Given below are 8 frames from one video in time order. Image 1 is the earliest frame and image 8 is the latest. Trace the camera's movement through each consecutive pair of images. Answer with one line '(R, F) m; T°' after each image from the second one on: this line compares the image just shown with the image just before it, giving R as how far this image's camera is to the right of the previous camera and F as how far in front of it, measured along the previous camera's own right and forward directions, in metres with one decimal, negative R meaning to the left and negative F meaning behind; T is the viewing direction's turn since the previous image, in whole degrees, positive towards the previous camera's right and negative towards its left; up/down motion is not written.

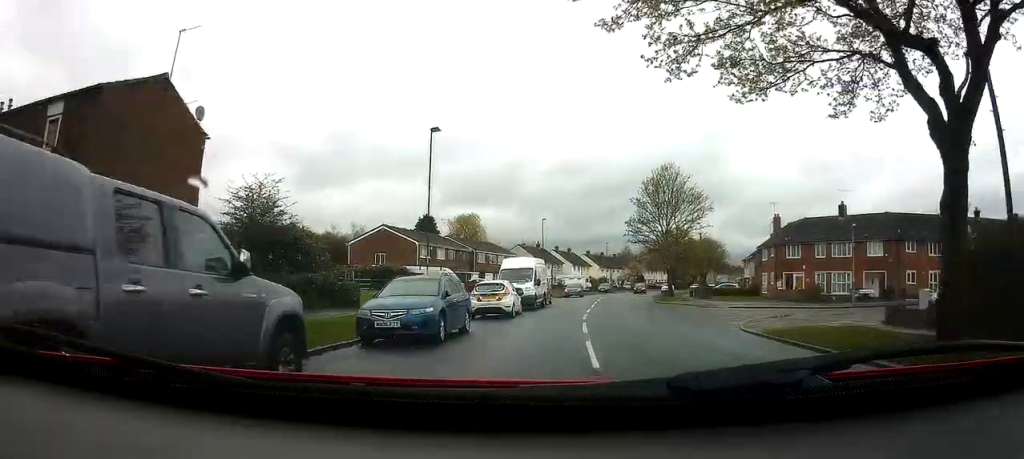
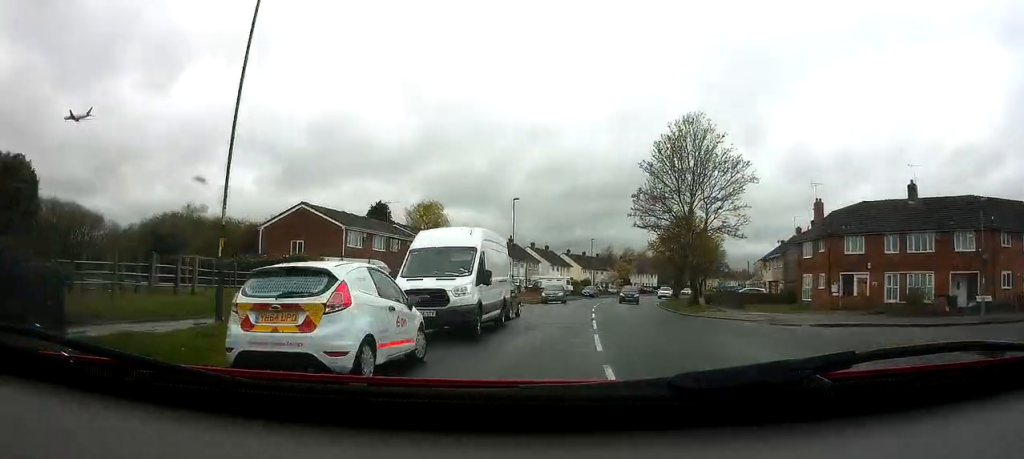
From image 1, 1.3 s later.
(+0.4, +15.5) m; +2°
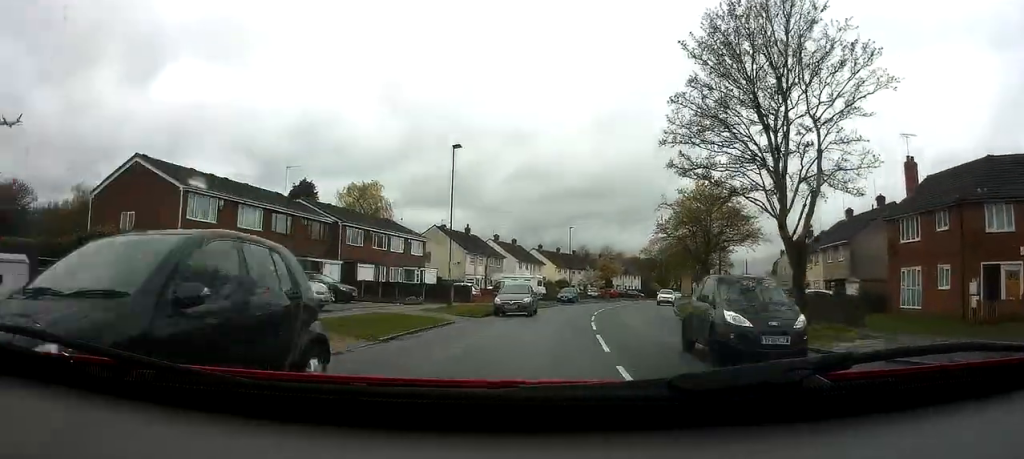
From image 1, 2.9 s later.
(+0.2, +17.8) m; +4°
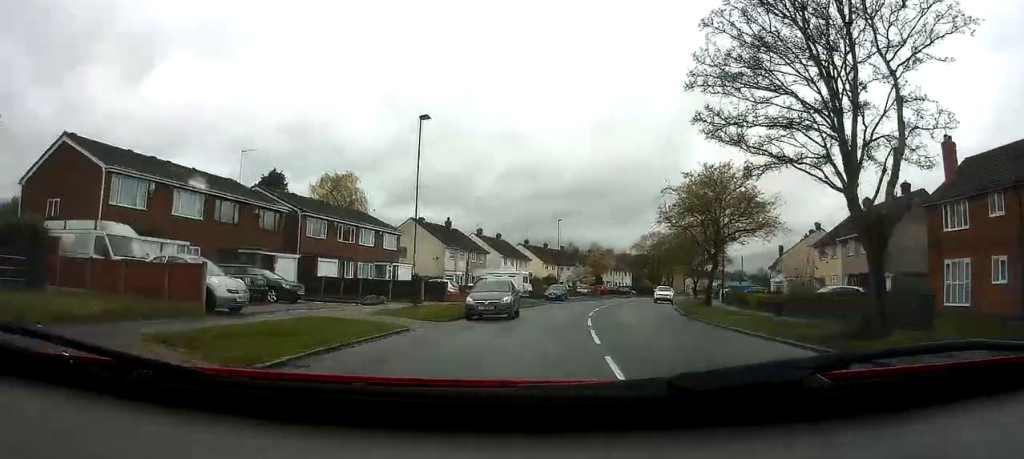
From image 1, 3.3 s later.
(+0.2, +5.0) m; +1°
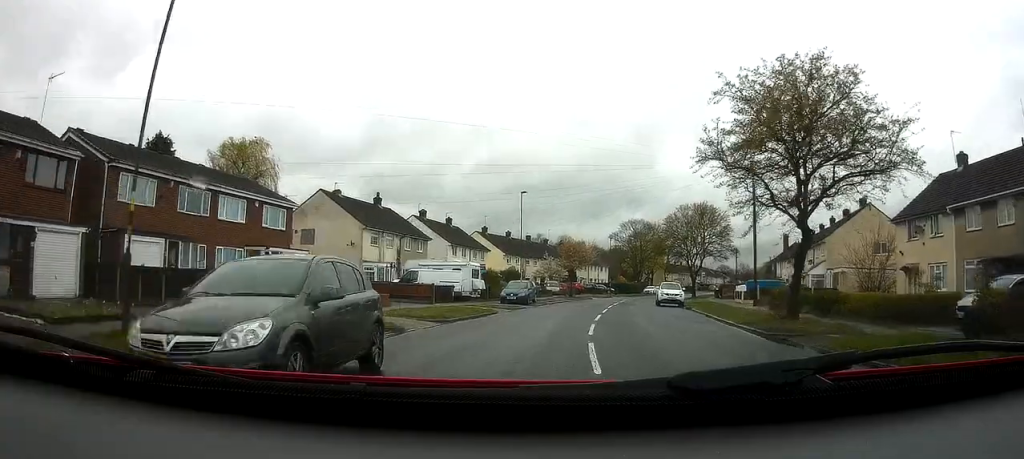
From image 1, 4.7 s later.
(+0.4, +16.0) m; +3°
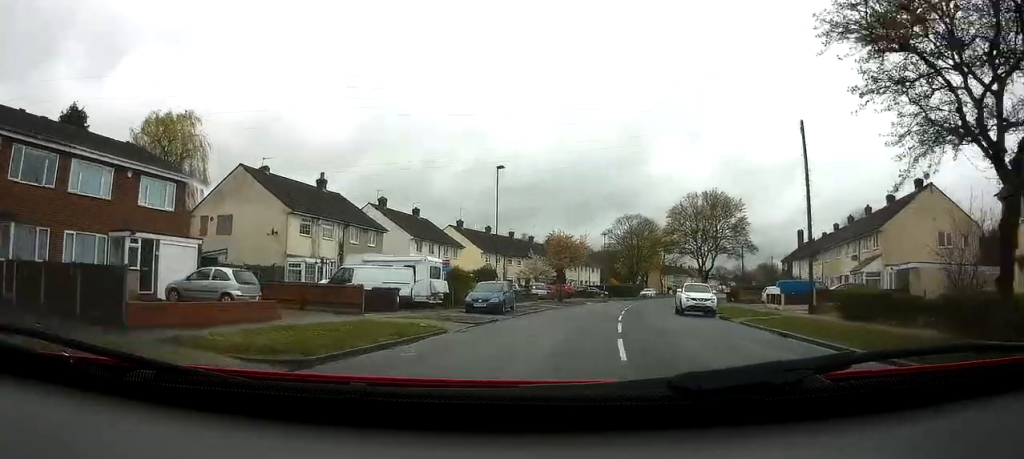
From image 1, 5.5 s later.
(+0.3, +10.3) m; +2°
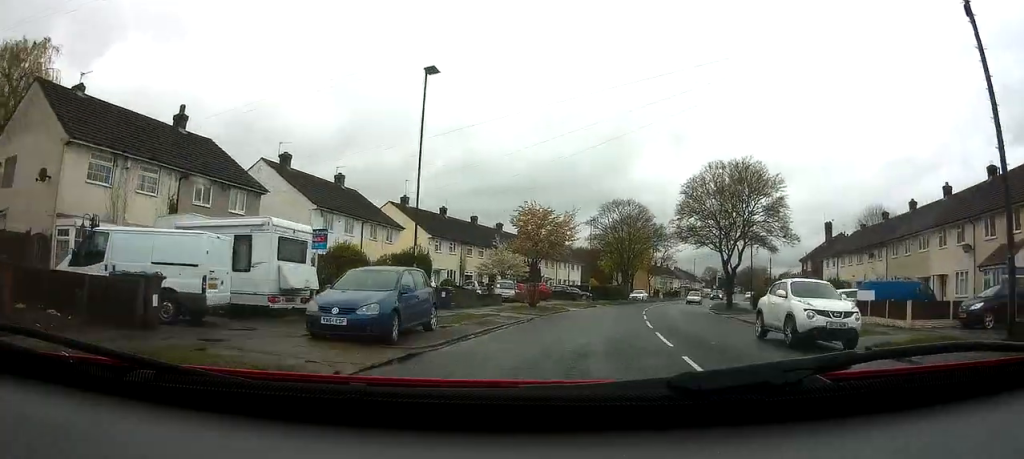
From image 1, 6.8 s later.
(+0.2, +15.5) m; +3°
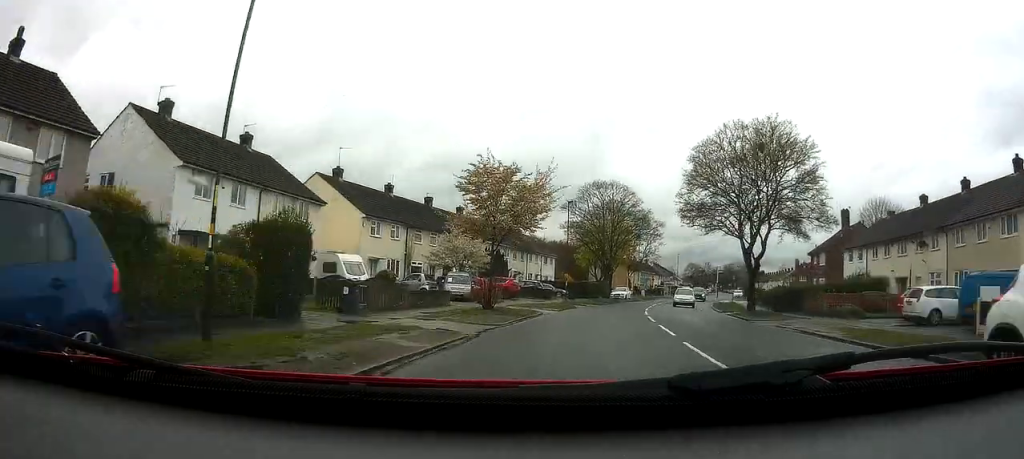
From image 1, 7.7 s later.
(+0.4, +10.3) m; +4°
